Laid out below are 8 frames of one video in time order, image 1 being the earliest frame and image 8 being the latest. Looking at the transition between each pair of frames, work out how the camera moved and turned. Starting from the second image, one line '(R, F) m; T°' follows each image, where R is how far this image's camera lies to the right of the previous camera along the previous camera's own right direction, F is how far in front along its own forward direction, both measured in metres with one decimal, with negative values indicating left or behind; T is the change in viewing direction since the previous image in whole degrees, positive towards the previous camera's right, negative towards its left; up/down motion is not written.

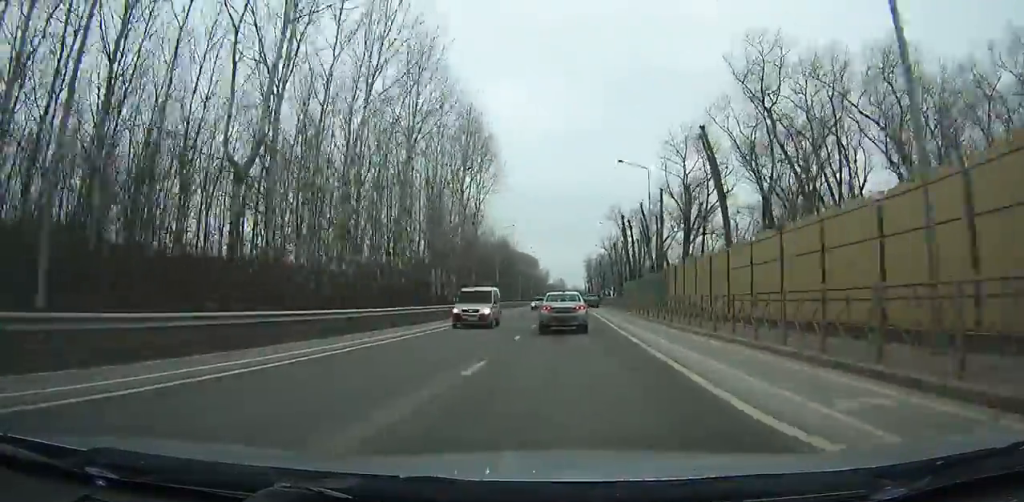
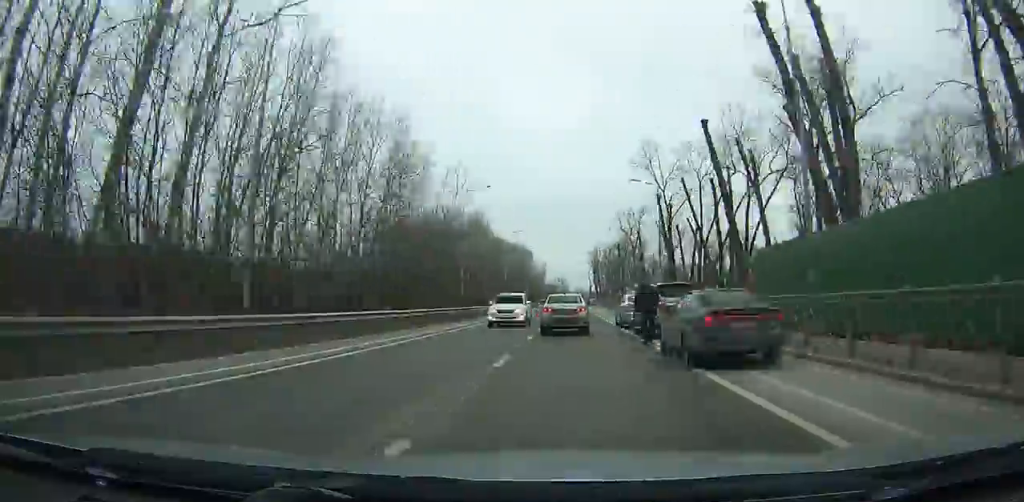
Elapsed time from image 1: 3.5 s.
(+0.1, +62.3) m; 0°
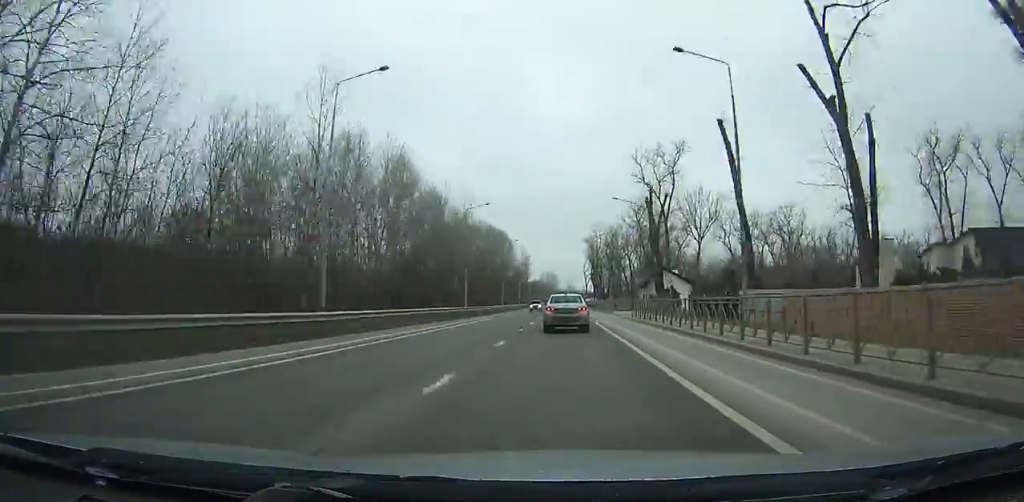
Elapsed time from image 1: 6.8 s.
(+0.3, +59.9) m; 0°
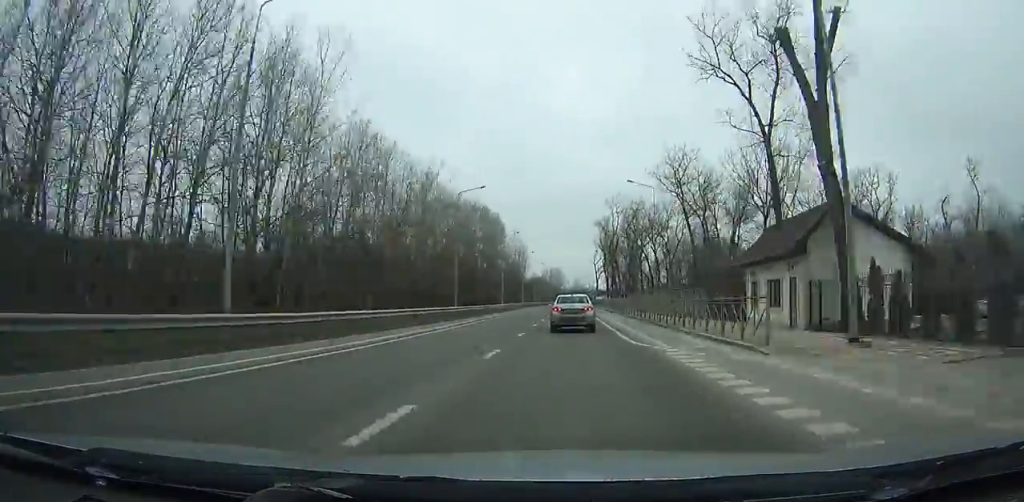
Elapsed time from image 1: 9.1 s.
(-0.2, +42.9) m; 0°
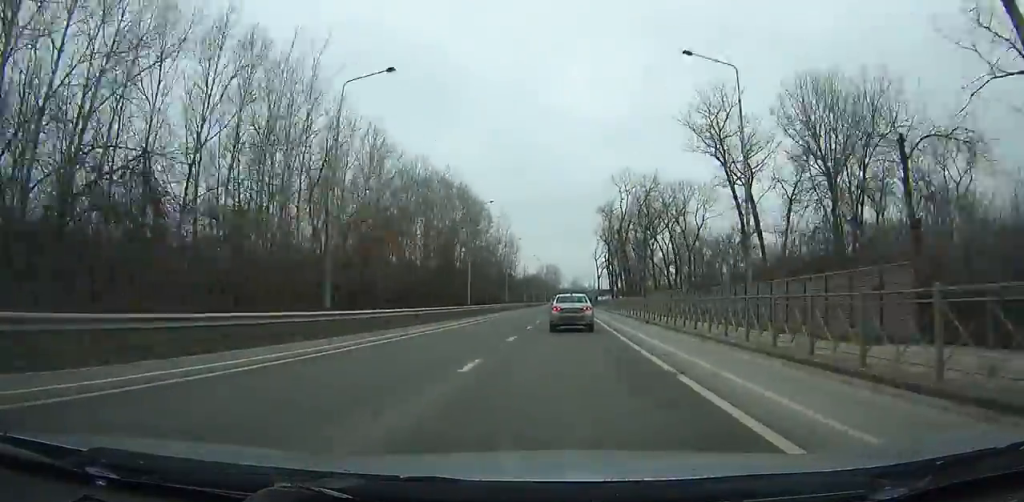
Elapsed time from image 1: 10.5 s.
(0.0, +26.3) m; 0°
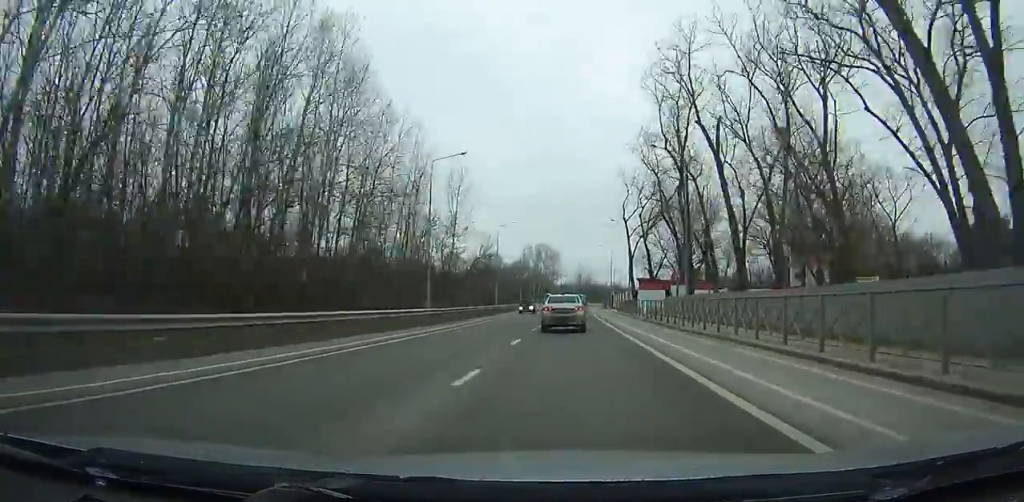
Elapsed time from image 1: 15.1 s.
(+0.3, +87.6) m; +1°
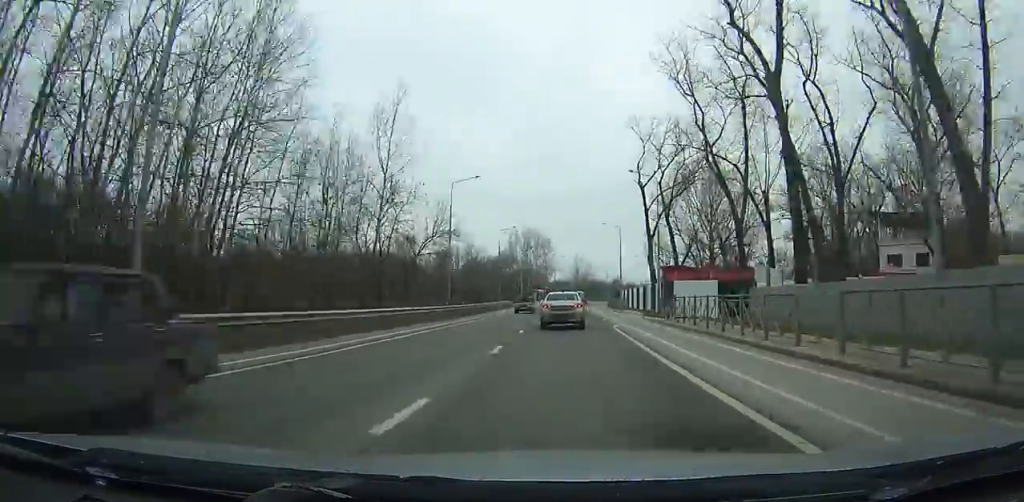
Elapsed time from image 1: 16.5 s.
(0.0, +26.6) m; +1°
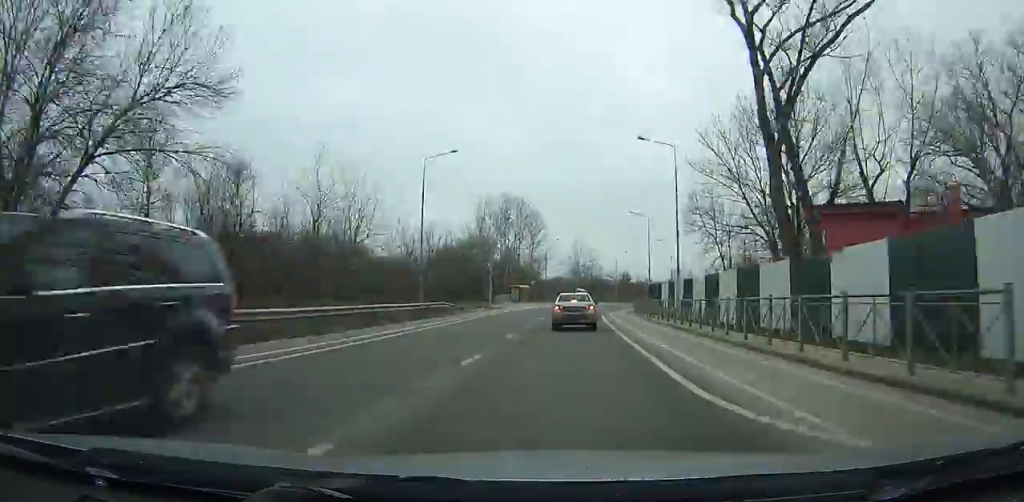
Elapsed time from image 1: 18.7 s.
(-0.2, +41.3) m; +2°
